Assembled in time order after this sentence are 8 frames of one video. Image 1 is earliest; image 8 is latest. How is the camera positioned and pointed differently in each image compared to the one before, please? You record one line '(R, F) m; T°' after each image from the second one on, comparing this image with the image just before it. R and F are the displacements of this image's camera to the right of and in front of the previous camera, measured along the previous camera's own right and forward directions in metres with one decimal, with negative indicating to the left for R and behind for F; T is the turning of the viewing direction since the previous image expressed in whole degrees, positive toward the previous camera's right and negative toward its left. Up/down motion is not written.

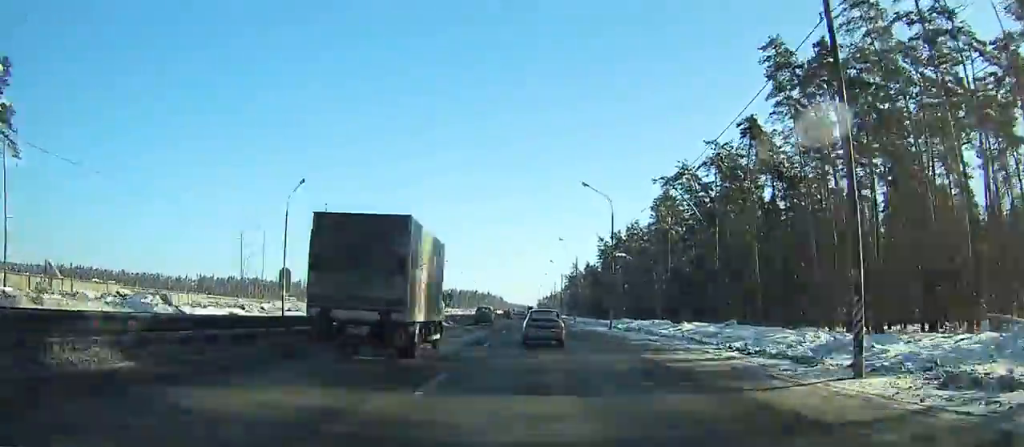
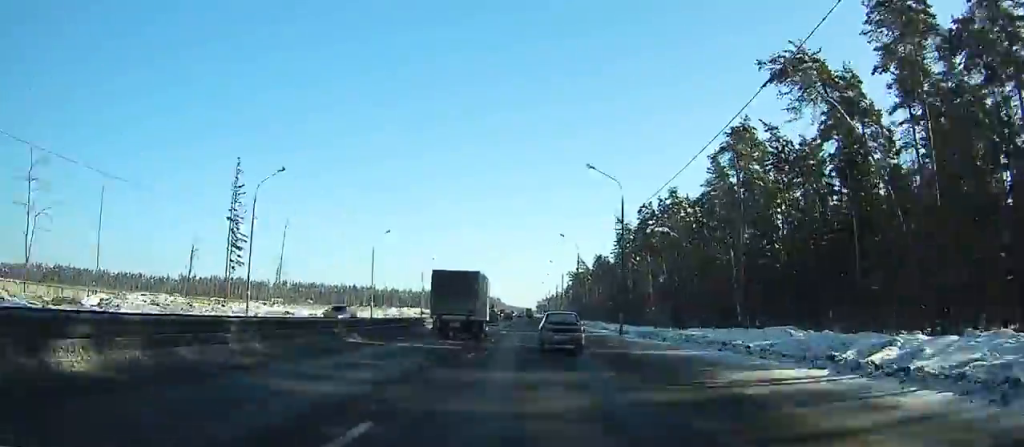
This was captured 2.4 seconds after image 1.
(-0.3, +39.5) m; 0°
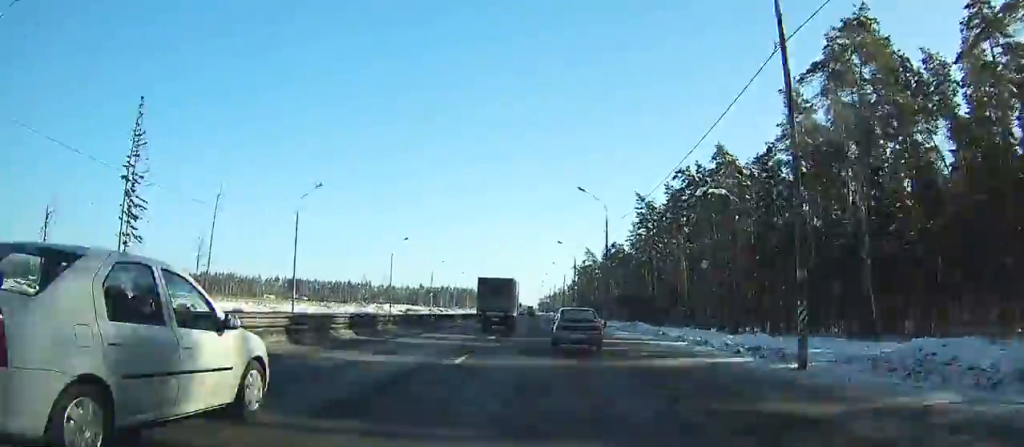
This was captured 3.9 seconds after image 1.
(+0.2, +25.5) m; 0°
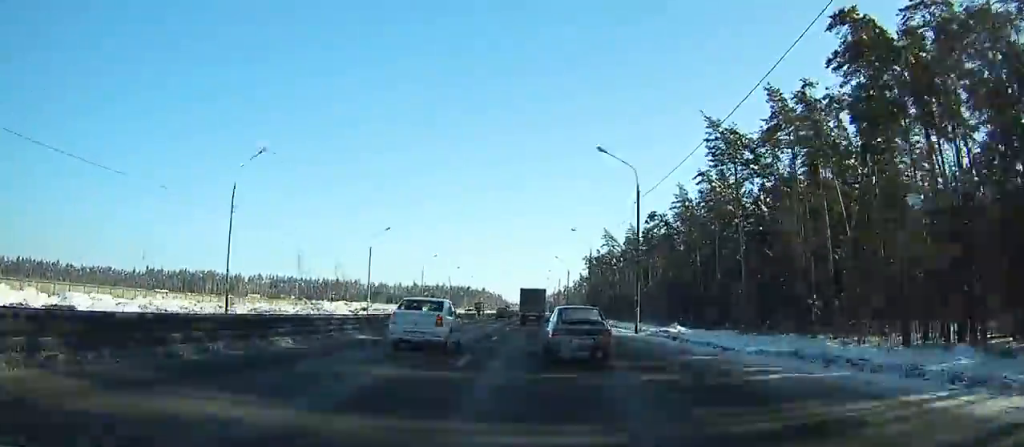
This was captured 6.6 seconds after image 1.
(+0.2, +46.8) m; -2°
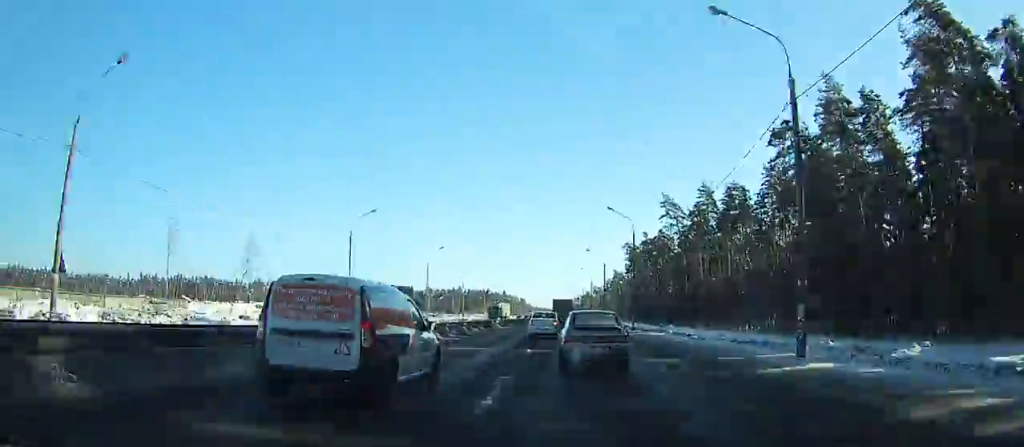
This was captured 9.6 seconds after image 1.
(-1.8, +49.4) m; -3°
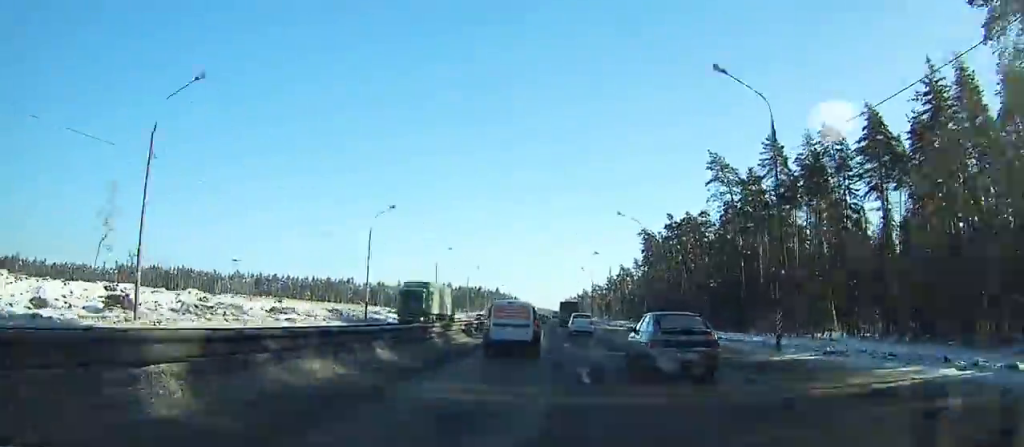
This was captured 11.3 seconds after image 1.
(-3.8, +22.8) m; +3°
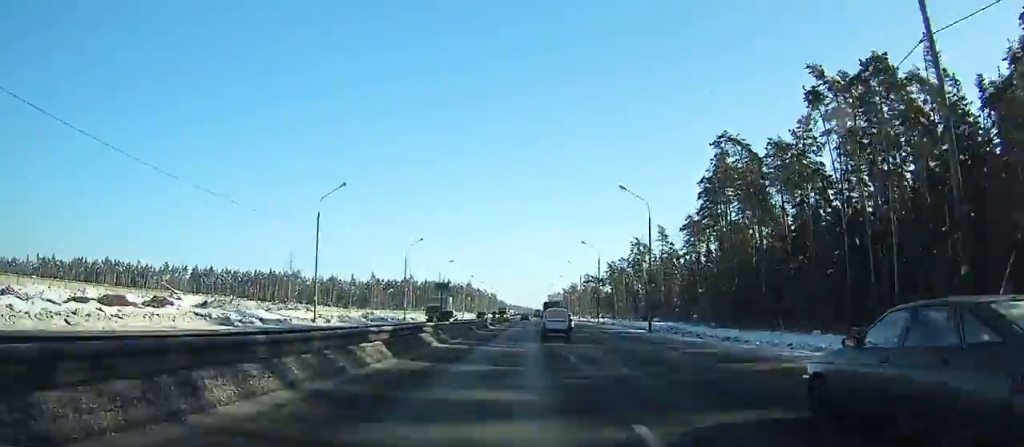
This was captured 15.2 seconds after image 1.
(+9.5, +88.6) m; +5°
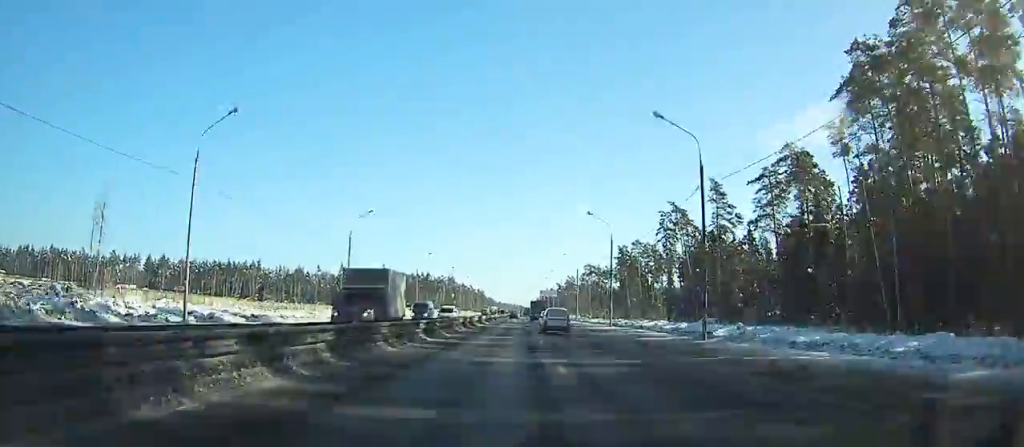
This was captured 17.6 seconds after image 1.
(-1.9, +58.5) m; -2°
